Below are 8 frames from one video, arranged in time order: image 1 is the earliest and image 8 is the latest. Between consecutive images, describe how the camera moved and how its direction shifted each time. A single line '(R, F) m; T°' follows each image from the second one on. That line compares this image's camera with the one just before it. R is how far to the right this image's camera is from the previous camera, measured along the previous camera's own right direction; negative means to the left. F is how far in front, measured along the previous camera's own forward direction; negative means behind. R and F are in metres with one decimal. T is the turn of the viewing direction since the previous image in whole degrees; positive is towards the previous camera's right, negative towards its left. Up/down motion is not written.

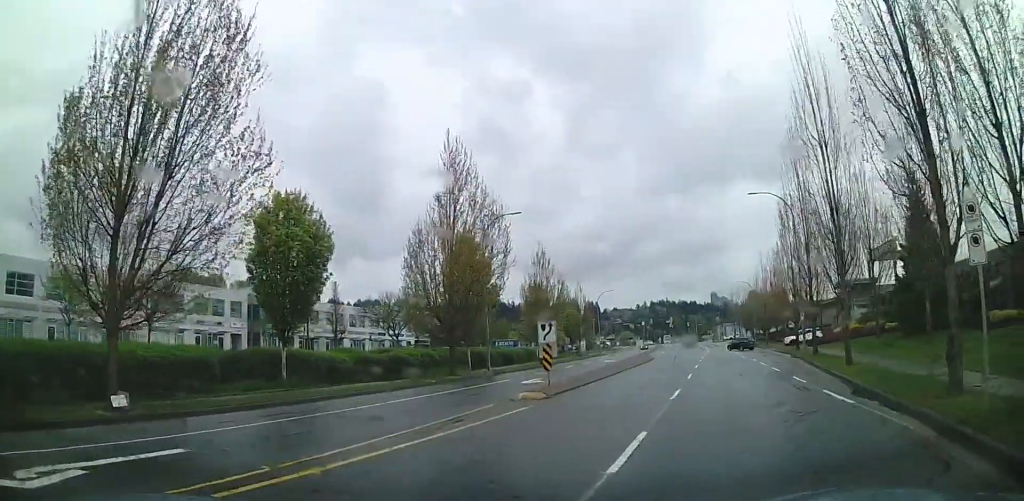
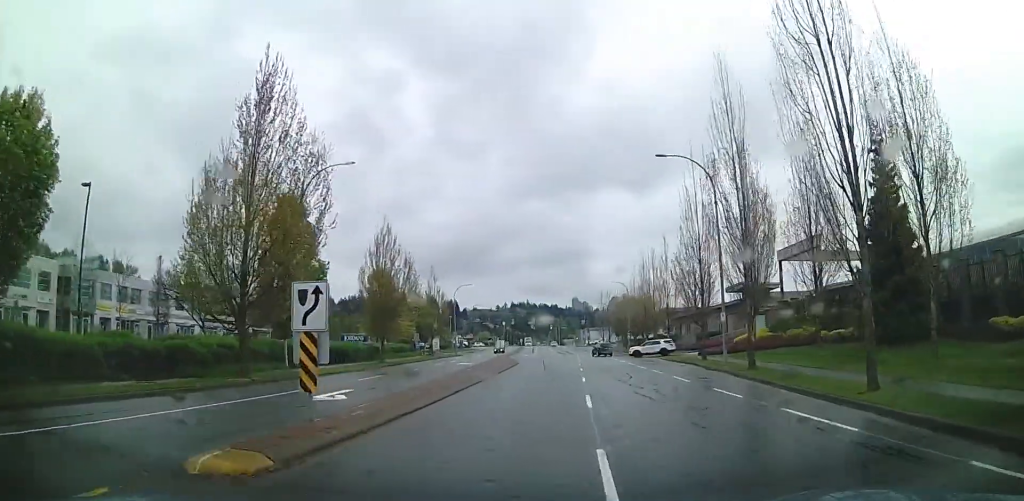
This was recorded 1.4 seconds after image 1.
(+0.6, +5.7) m; +2°
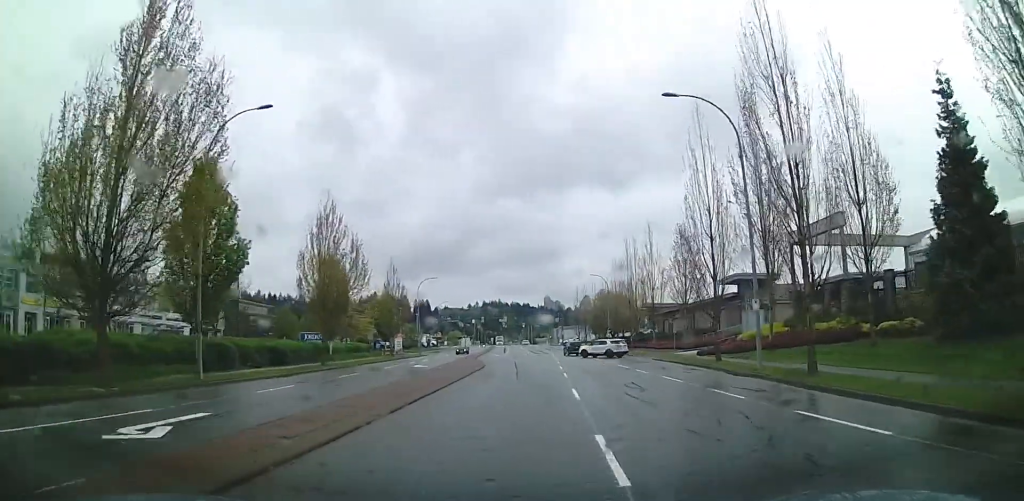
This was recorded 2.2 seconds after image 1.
(-0.5, +5.0) m; +5°
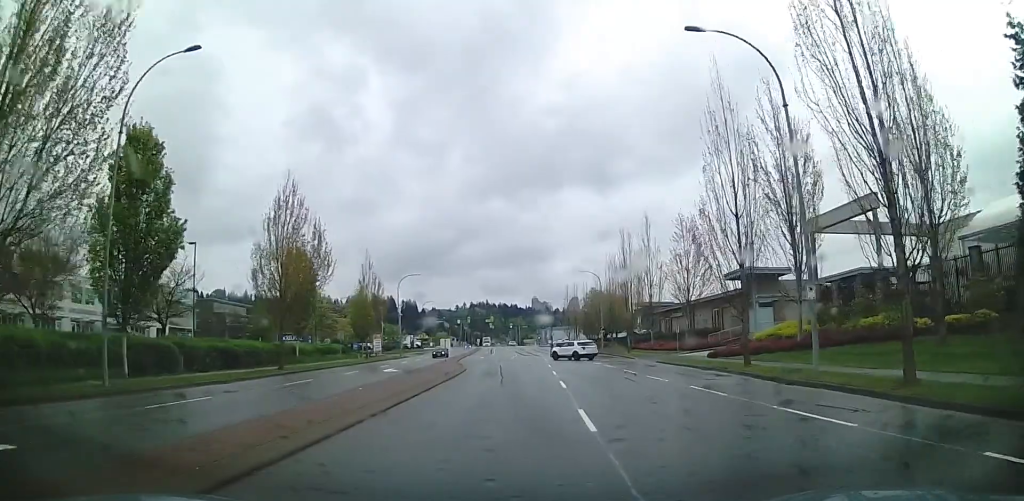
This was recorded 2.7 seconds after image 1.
(+0.4, +4.3) m; +8°
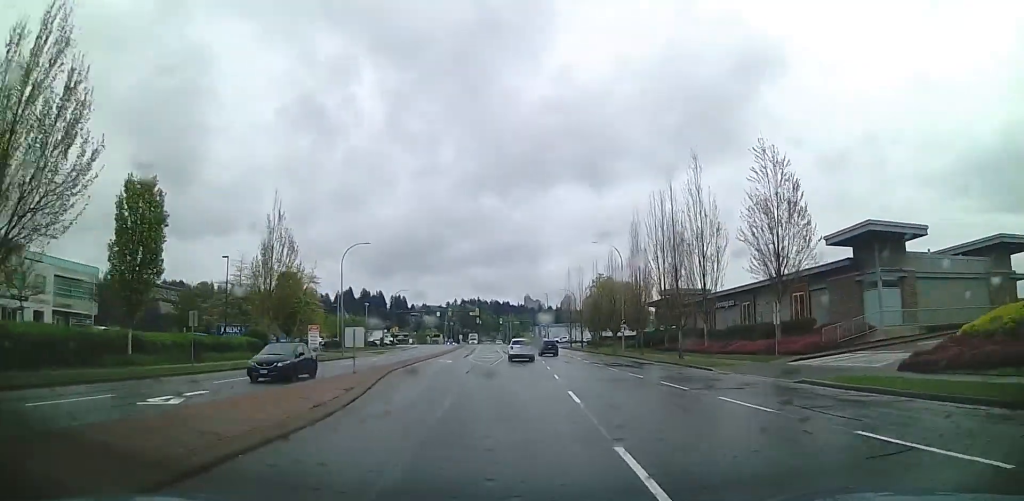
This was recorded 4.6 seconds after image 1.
(+4.2, +22.2) m; +12°
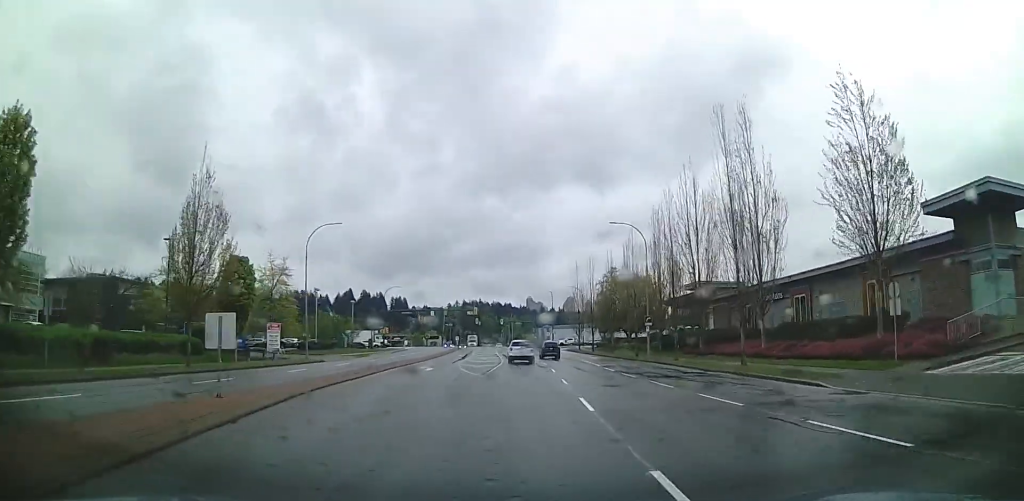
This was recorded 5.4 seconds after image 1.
(-0.4, +11.8) m; +1°
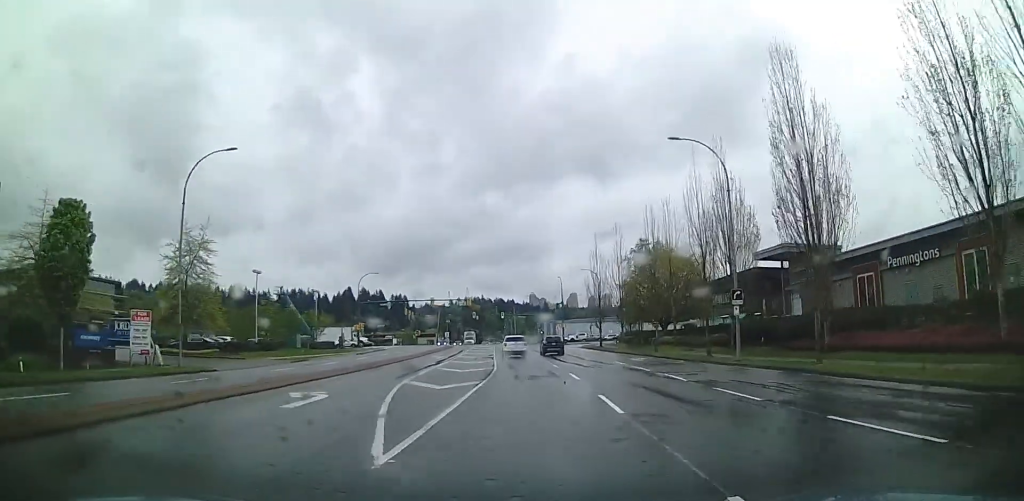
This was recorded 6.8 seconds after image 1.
(+1.1, +20.6) m; +4°
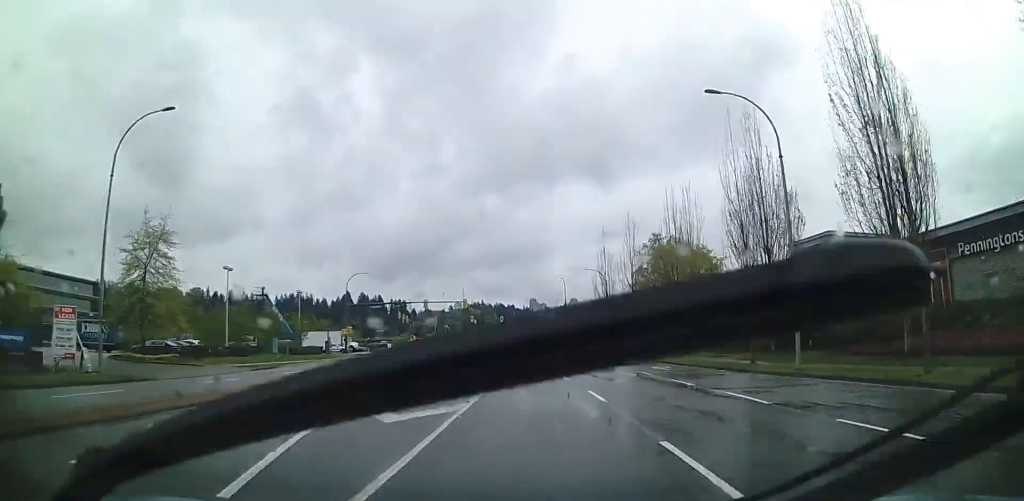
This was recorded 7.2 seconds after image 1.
(-0.1, +6.6) m; +1°
